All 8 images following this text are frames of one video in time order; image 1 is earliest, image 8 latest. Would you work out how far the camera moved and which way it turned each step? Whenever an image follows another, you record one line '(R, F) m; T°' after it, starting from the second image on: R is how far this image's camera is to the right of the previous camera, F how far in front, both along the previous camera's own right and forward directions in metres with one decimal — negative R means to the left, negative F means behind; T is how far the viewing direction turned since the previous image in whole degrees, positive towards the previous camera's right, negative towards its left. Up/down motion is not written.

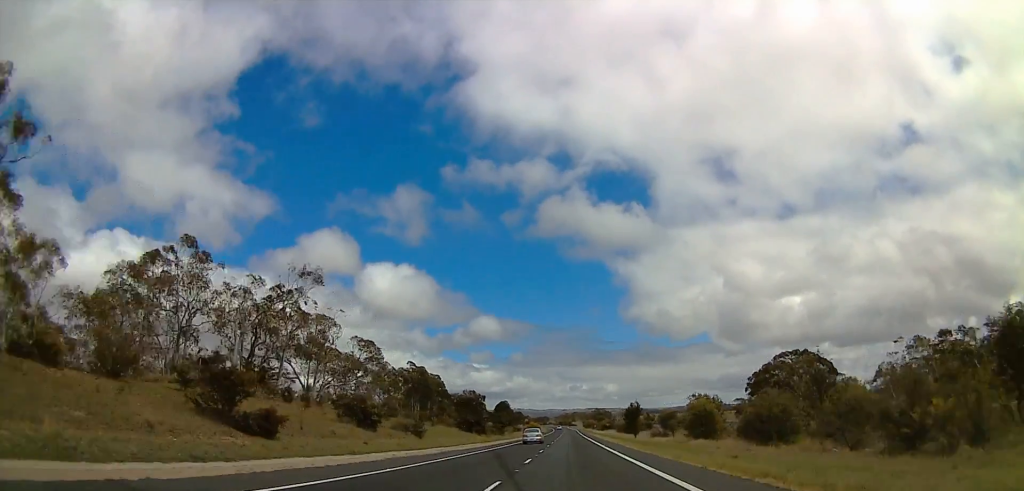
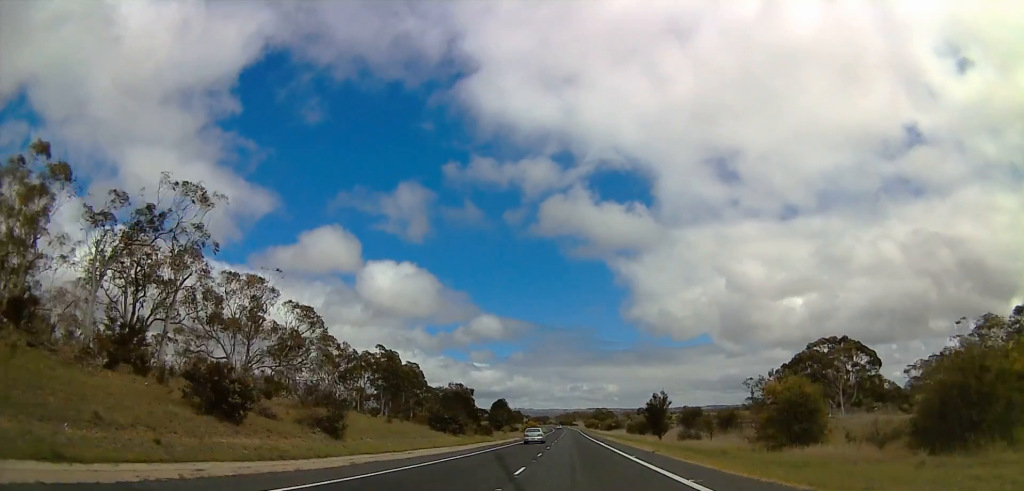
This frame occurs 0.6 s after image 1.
(0.0, +18.1) m; 0°
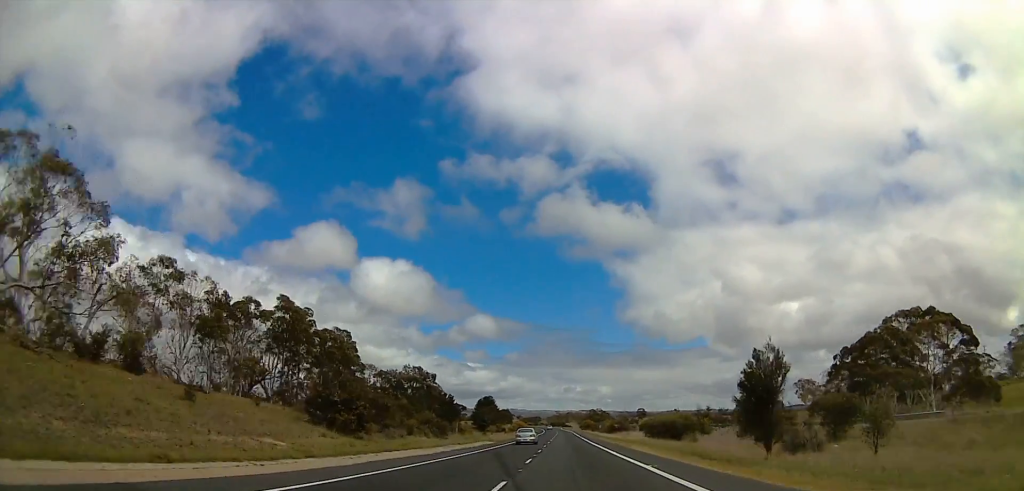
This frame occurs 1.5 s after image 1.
(0.0, +30.0) m; 0°
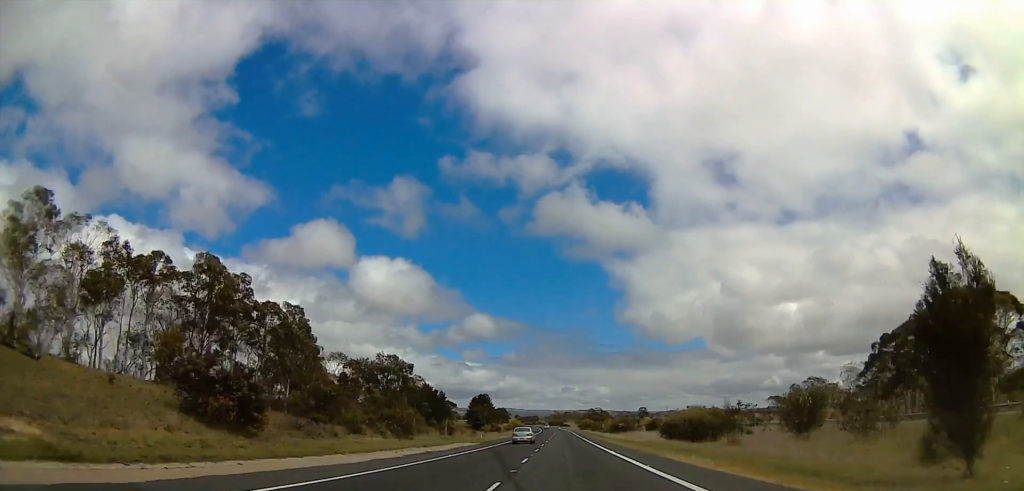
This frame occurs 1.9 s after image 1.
(0.0, +12.9) m; 0°
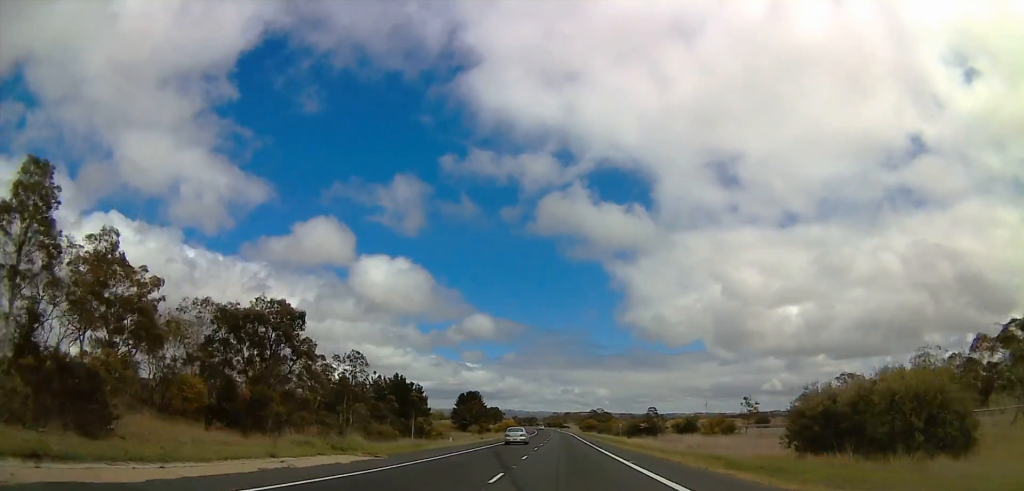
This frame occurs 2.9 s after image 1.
(0.0, +33.2) m; 0°
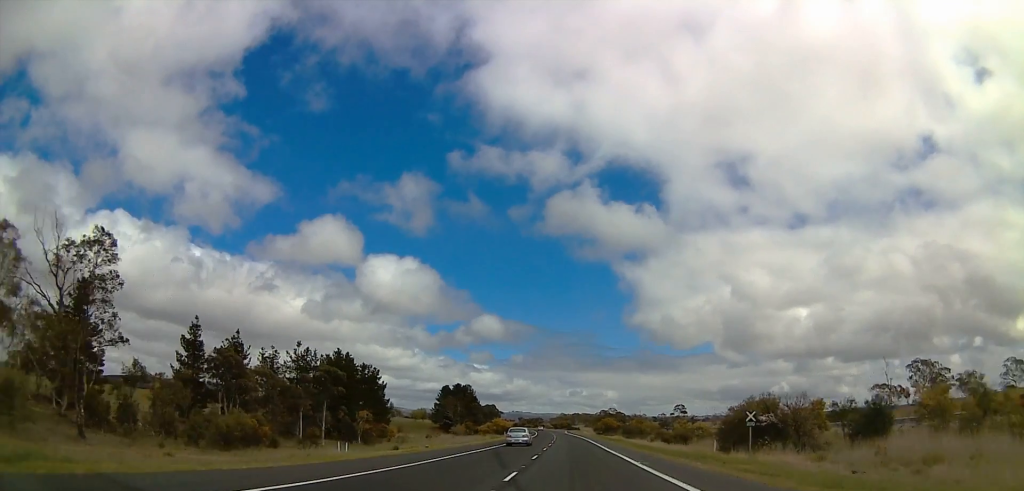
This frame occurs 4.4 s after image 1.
(0.0, +47.8) m; 0°
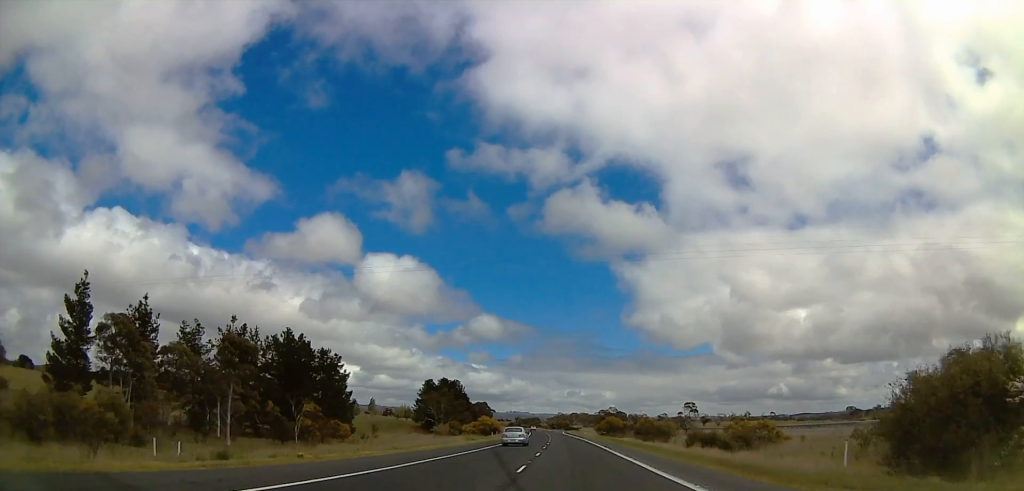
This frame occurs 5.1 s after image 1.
(0.0, +21.2) m; 0°
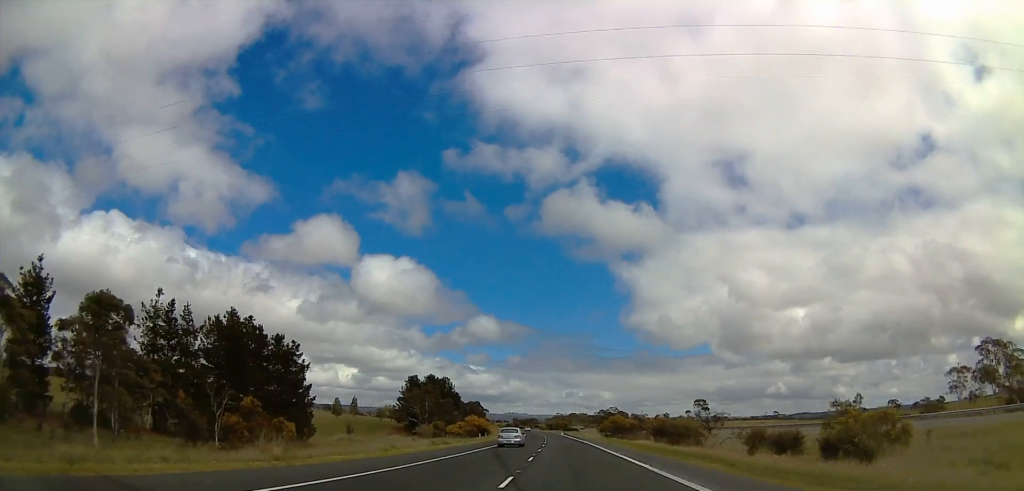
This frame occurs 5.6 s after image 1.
(0.0, +16.9) m; 0°
